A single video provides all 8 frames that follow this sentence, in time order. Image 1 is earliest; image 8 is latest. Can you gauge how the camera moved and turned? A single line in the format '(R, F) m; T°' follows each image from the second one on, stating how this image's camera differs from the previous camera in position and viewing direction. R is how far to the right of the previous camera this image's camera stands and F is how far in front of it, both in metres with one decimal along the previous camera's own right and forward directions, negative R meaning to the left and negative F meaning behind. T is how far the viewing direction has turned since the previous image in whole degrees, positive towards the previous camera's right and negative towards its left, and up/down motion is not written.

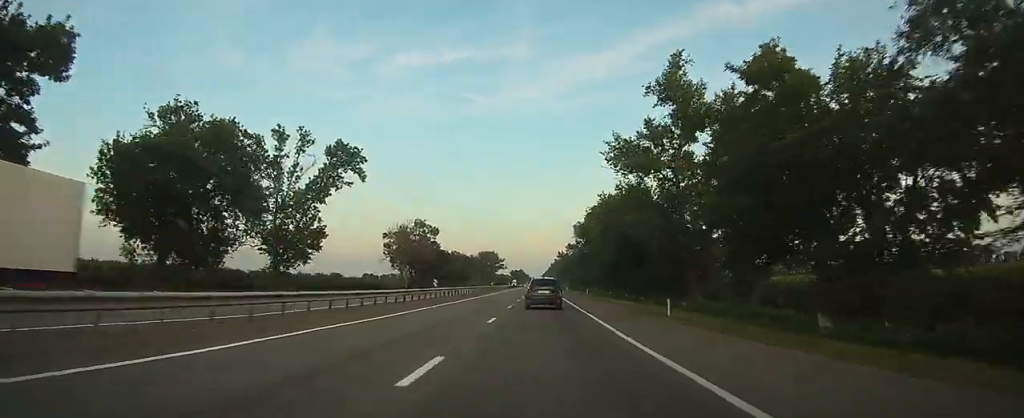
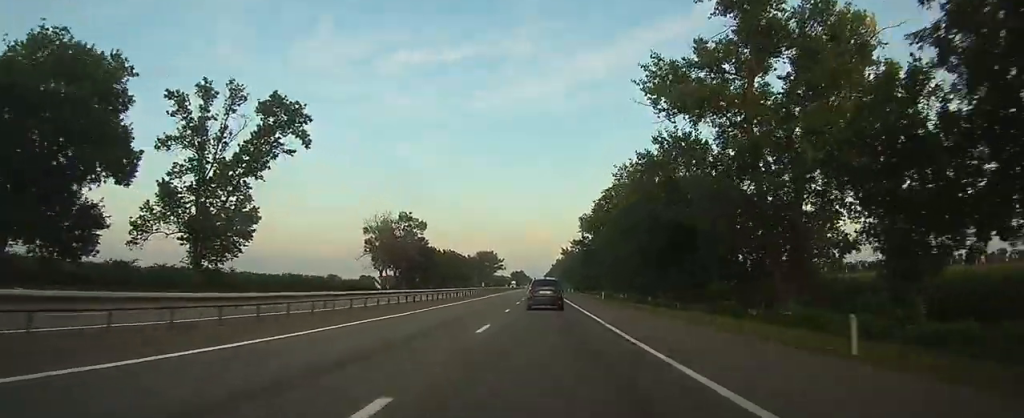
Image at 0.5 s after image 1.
(0.0, +15.9) m; 0°
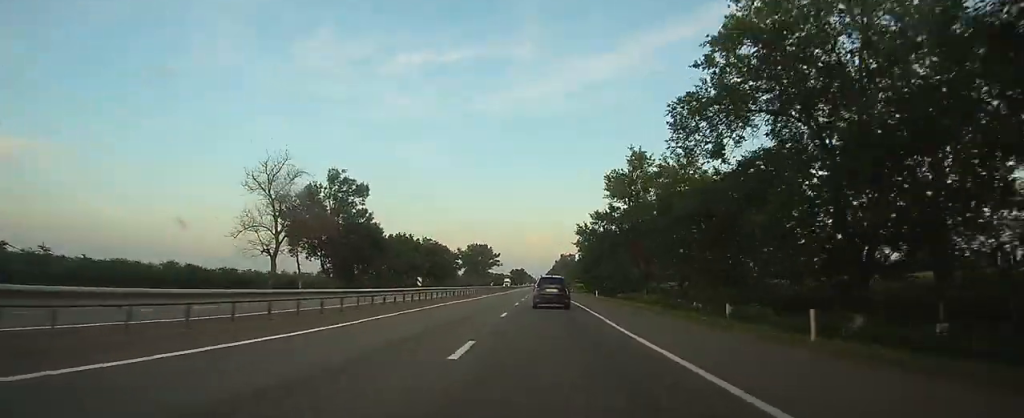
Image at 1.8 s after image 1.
(-0.2, +42.0) m; 0°
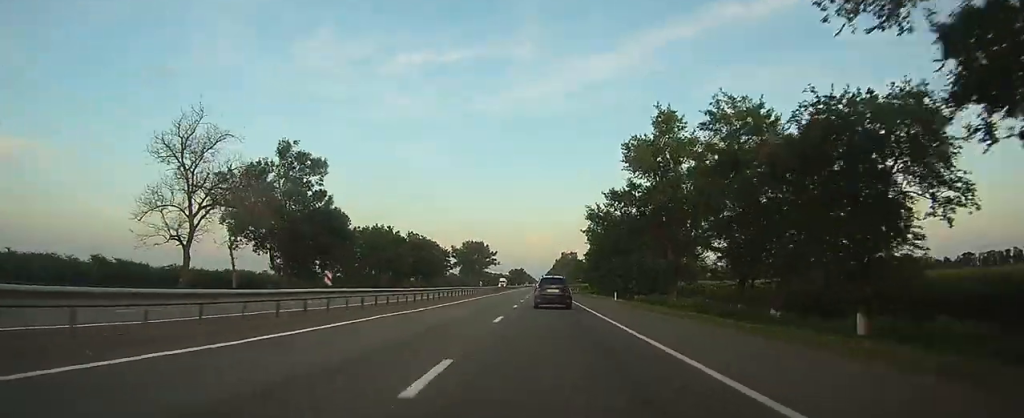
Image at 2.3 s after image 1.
(0.0, +15.6) m; 0°
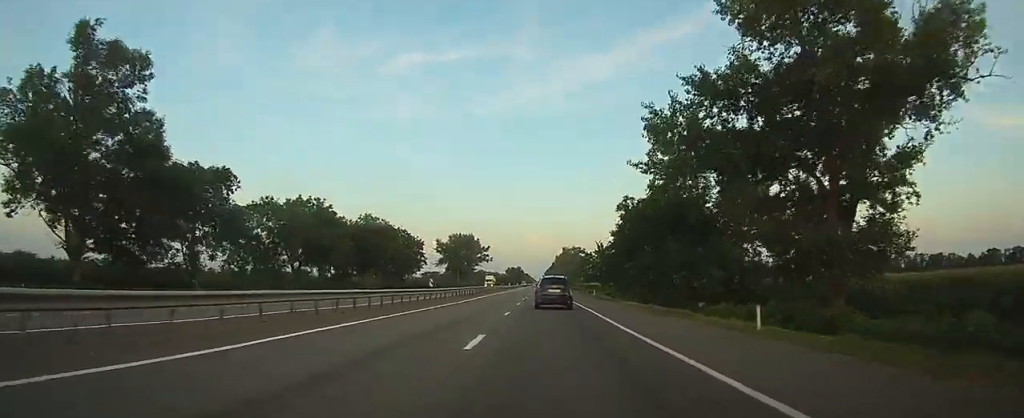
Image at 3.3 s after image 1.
(+0.1, +31.1) m; 0°
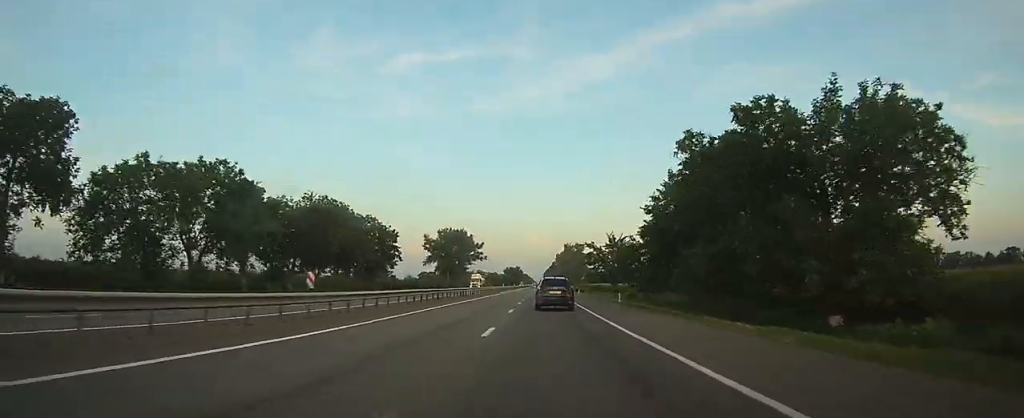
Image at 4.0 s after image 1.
(0.0, +20.7) m; 0°
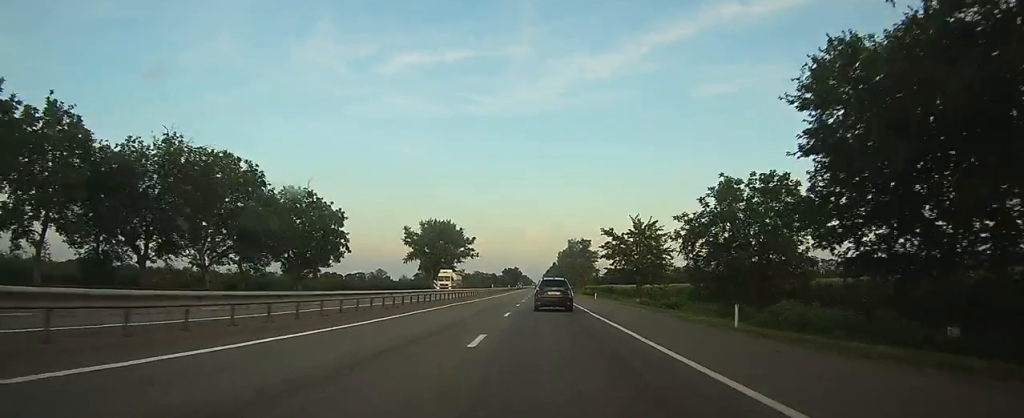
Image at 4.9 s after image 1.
(0.0, +26.7) m; 0°
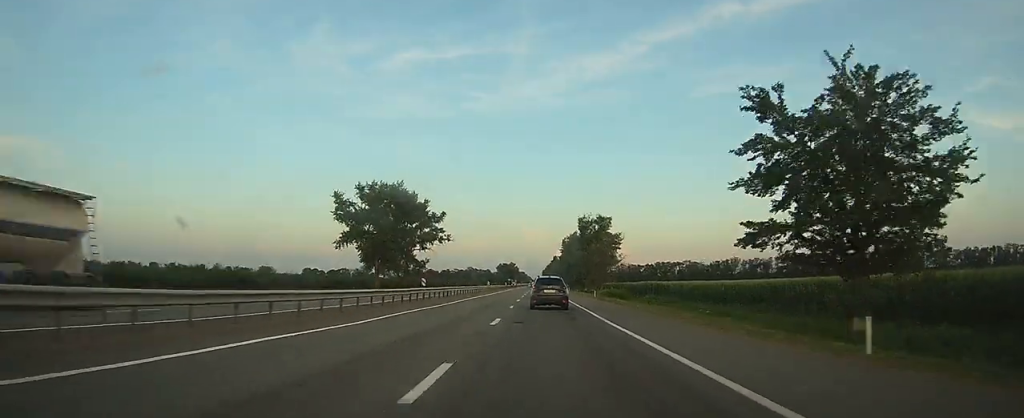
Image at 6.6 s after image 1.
(0.0, +53.8) m; 0°
